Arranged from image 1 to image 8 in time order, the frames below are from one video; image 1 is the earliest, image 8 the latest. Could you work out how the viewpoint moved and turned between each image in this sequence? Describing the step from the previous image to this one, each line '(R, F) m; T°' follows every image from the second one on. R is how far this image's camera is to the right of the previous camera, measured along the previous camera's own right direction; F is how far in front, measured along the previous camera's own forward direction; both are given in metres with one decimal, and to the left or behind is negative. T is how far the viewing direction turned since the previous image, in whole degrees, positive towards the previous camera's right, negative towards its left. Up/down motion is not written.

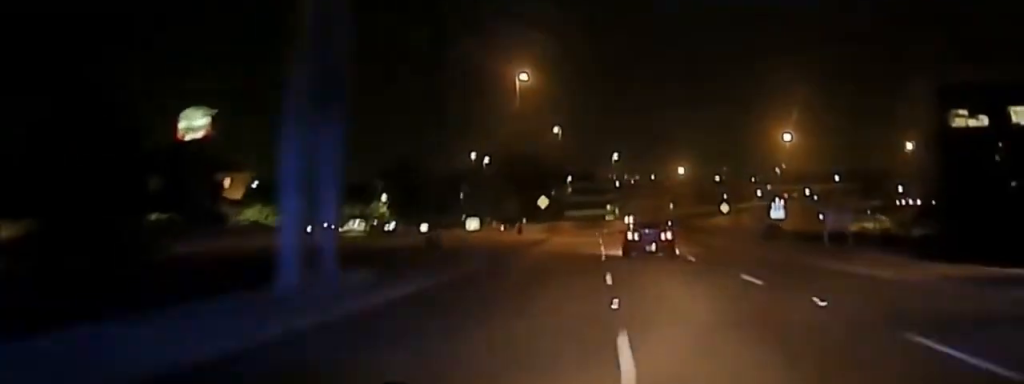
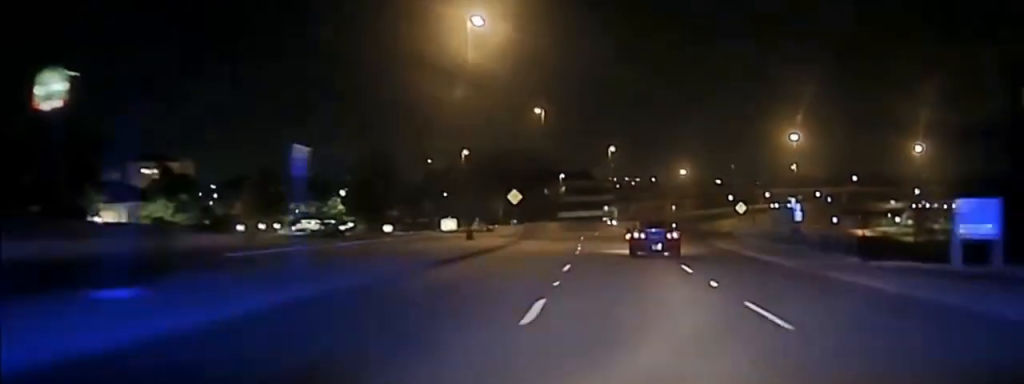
(-0.5, +20.8) m; -2°
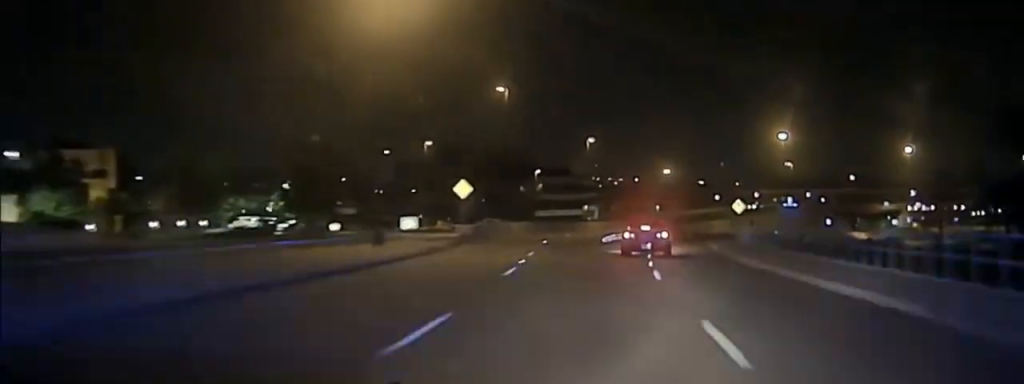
(-0.1, +15.3) m; 0°
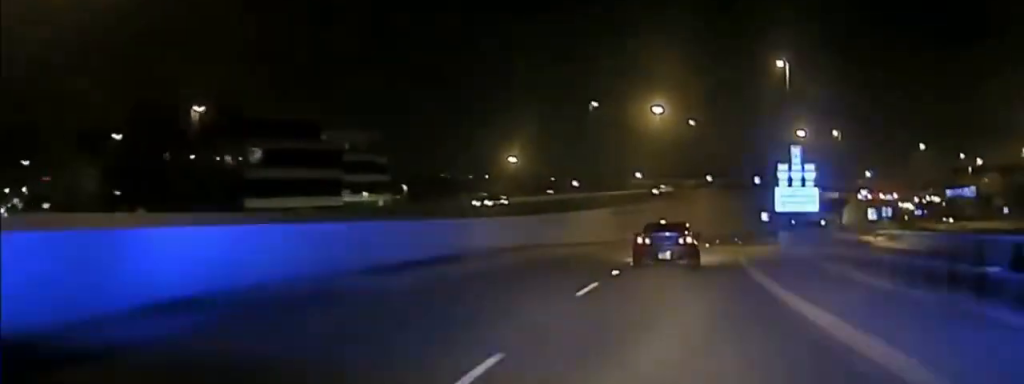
(+3.3, +91.5) m; +7°
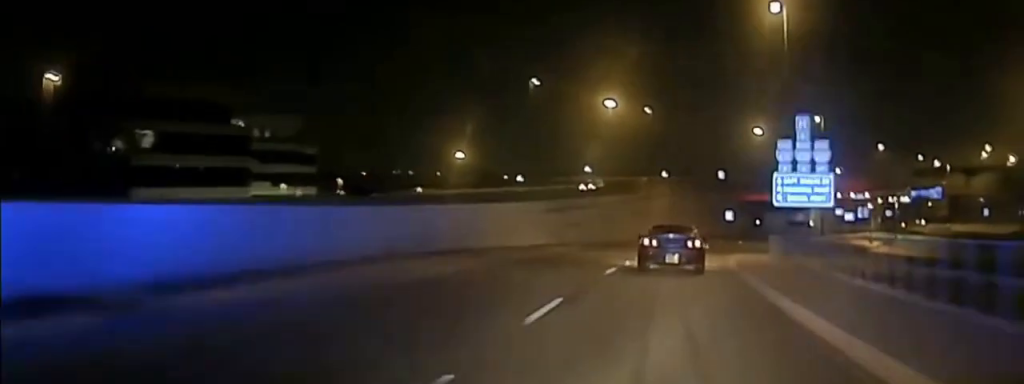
(+0.3, +15.5) m; +2°
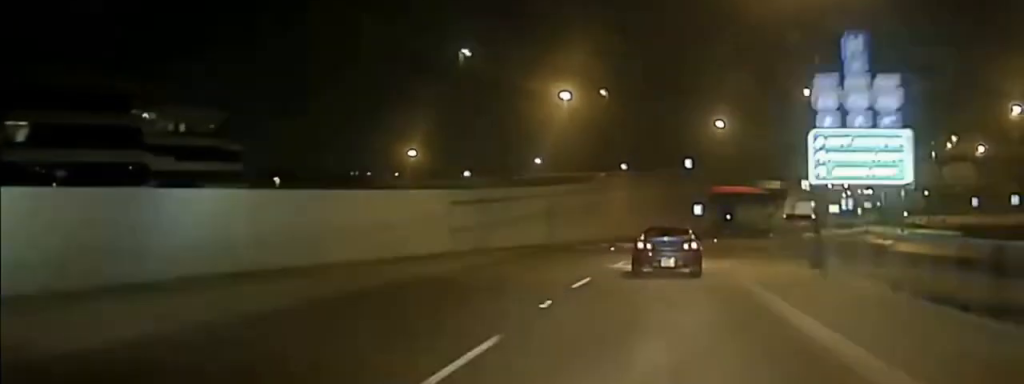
(-0.1, +14.7) m; +2°
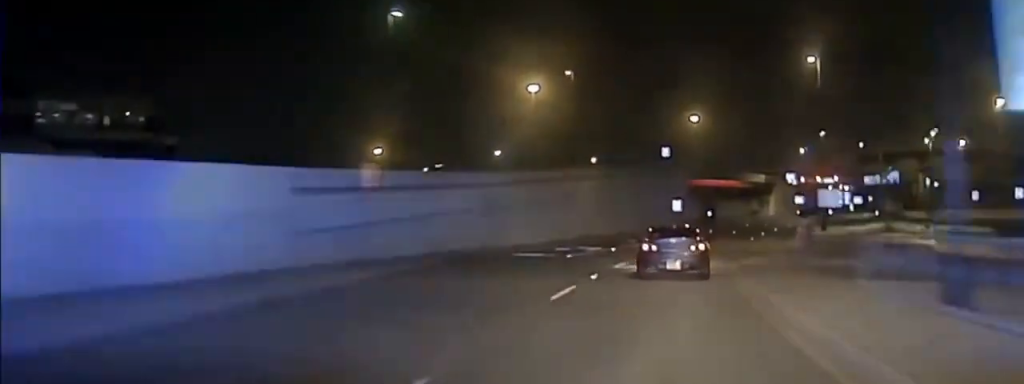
(+0.6, +14.3) m; +3°
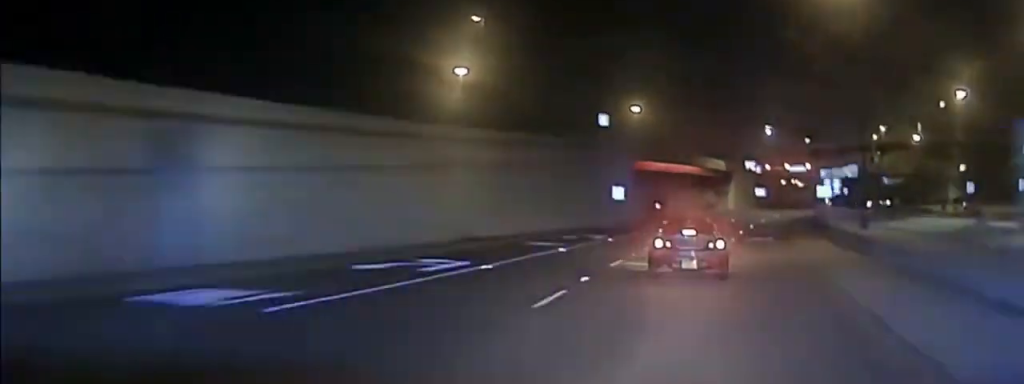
(+1.2, +27.4) m; +5°
